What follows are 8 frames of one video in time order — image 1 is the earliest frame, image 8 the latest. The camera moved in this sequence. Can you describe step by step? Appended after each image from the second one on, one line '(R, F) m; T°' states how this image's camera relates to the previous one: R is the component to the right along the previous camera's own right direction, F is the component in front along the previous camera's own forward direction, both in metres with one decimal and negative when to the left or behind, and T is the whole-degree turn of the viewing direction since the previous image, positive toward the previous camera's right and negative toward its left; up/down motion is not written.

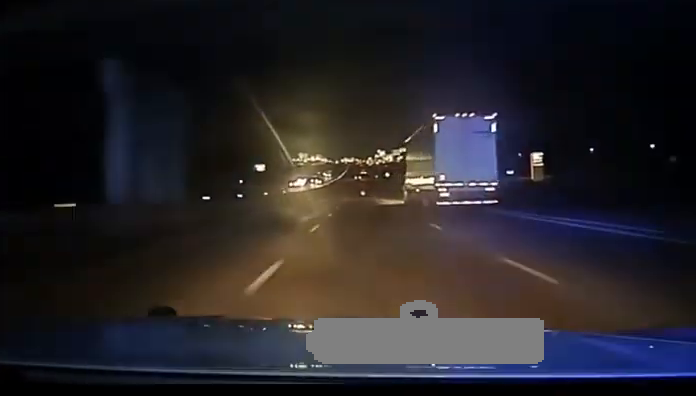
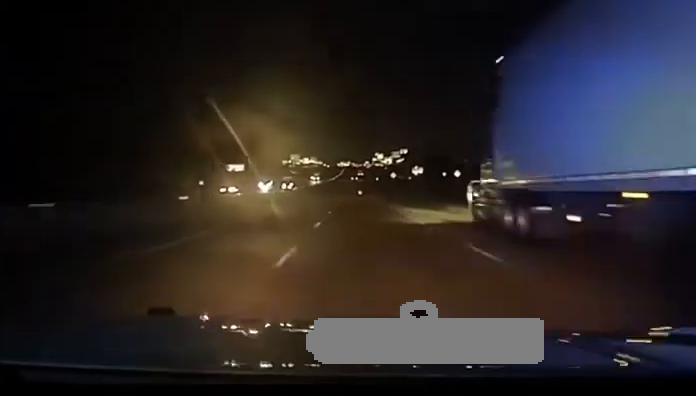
(-0.1, +64.4) m; 0°
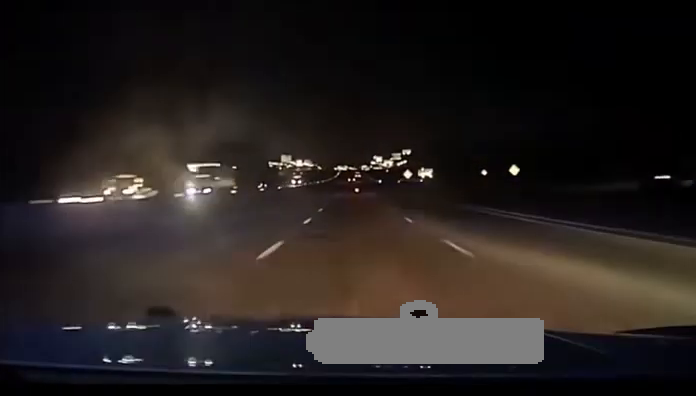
(+0.4, +64.1) m; +1°
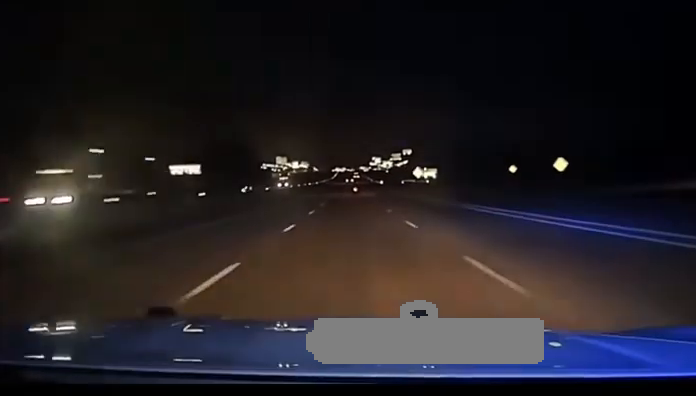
(+0.1, +27.2) m; 0°
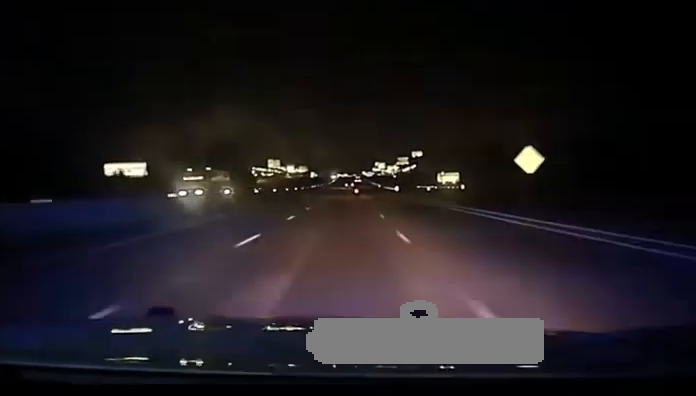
(+0.3, +77.8) m; 0°
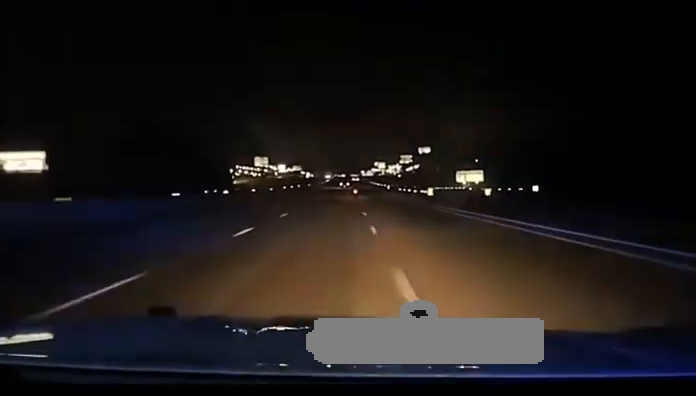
(-0.6, +76.7) m; 0°
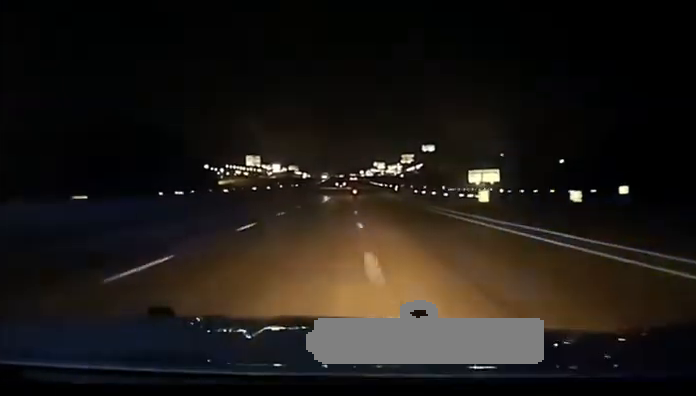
(0.0, +37.8) m; 0°
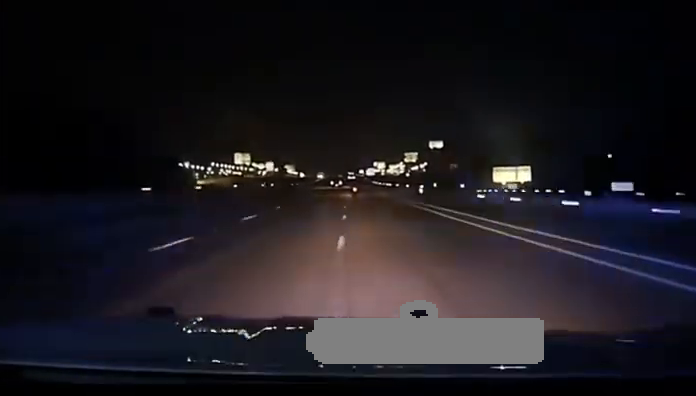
(+0.1, +44.6) m; 0°
